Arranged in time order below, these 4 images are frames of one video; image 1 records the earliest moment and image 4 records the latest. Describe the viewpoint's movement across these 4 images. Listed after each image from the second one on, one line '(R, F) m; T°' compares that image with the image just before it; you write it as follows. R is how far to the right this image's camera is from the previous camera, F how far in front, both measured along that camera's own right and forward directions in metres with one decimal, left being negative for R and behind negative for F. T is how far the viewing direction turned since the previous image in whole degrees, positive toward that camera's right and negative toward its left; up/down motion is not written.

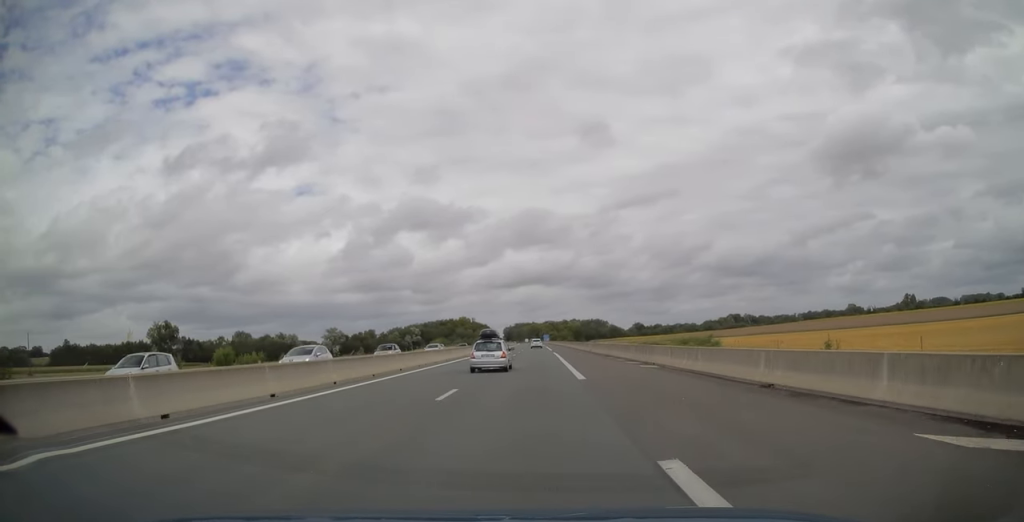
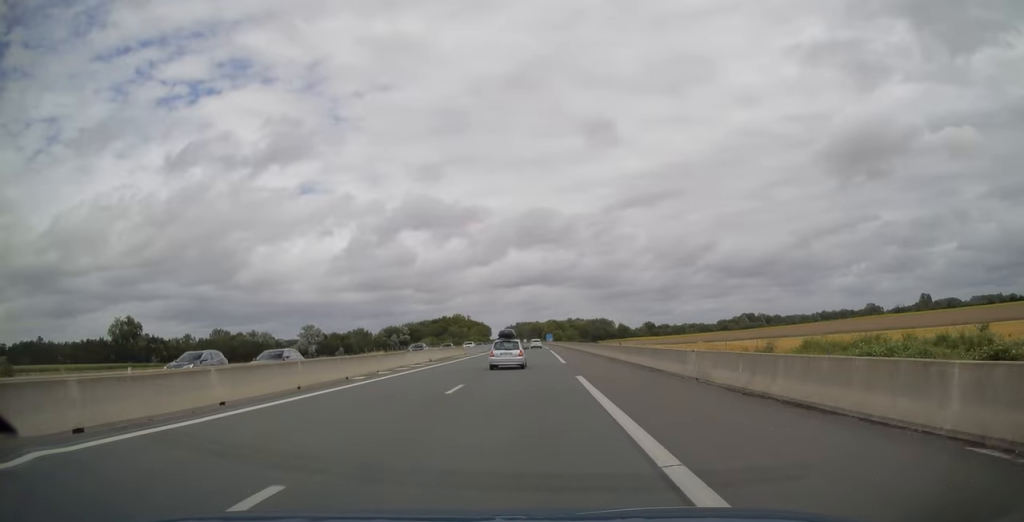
(+0.1, +37.7) m; 0°
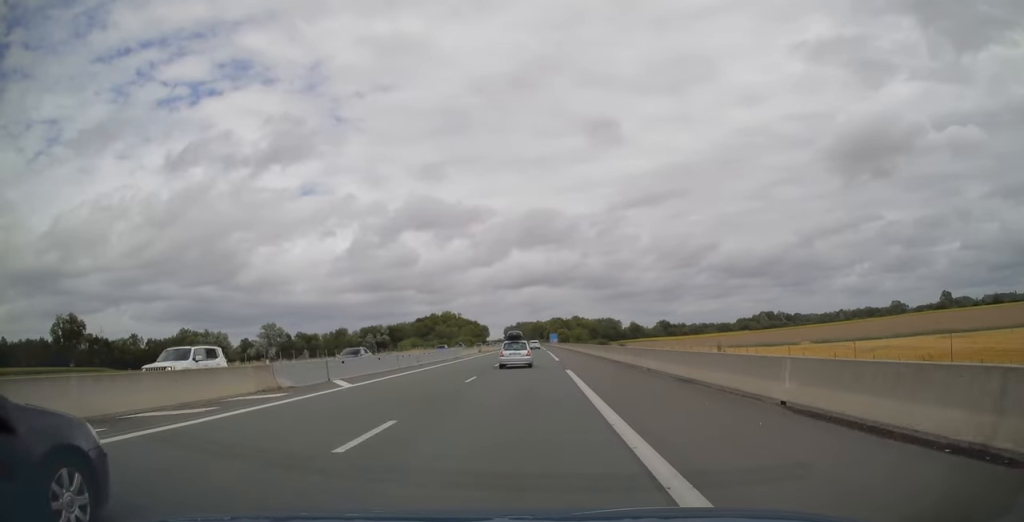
(-0.1, +47.4) m; 0°
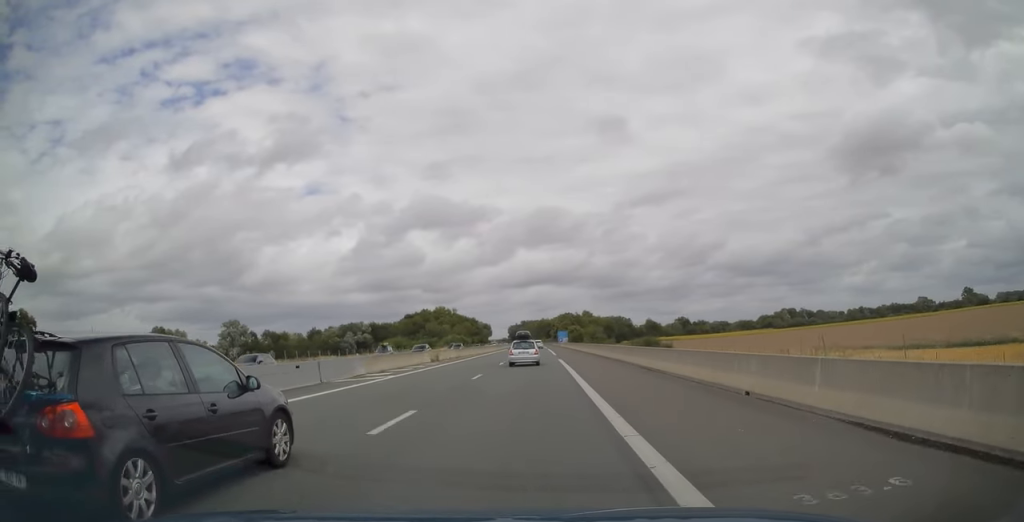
(0.0, +37.7) m; -1°
